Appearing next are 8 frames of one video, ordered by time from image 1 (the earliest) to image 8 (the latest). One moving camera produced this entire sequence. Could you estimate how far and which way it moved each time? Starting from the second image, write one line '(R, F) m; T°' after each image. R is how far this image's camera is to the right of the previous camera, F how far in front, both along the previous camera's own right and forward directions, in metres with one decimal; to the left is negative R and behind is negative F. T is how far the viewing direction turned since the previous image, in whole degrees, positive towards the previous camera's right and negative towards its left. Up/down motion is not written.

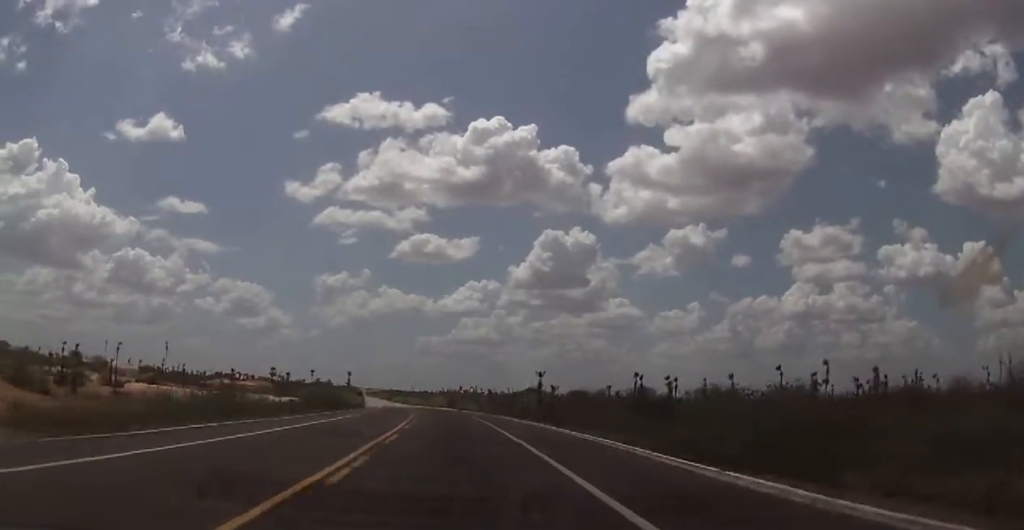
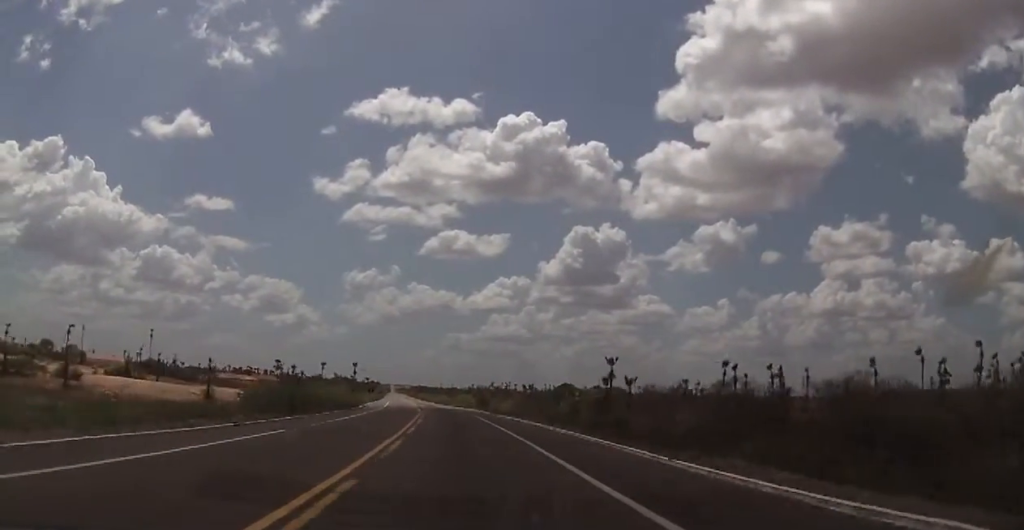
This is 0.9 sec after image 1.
(-0.9, +27.8) m; -2°
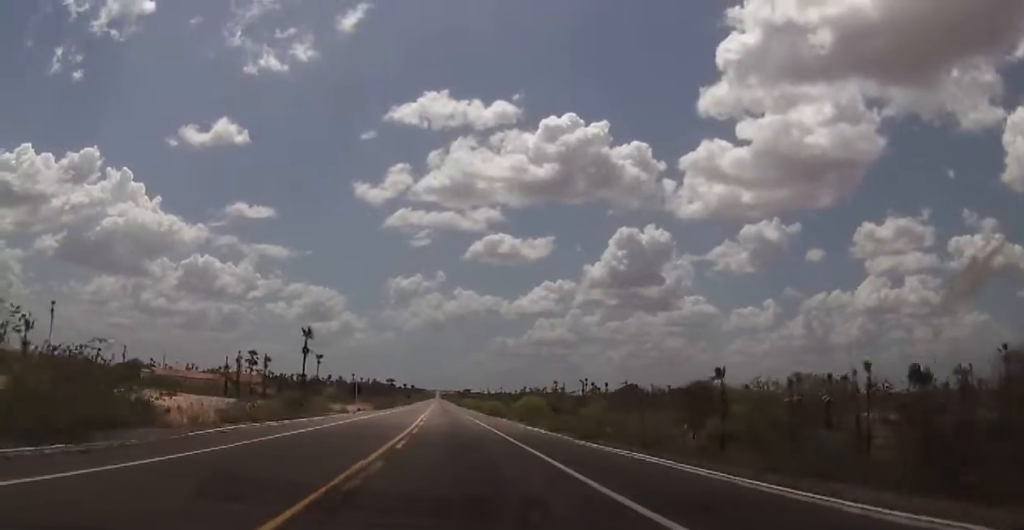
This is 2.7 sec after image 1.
(-1.8, +59.4) m; -4°
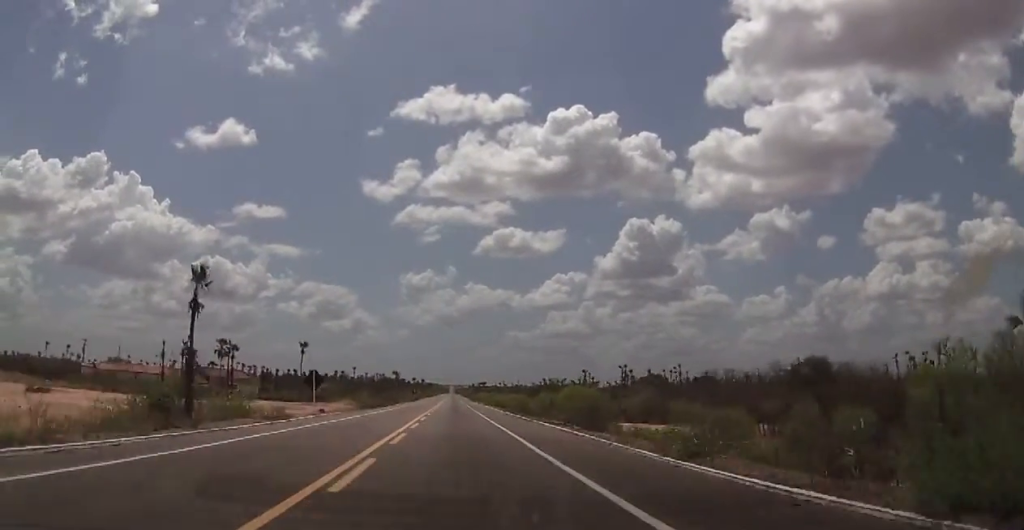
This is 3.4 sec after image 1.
(-0.4, +24.3) m; -2°
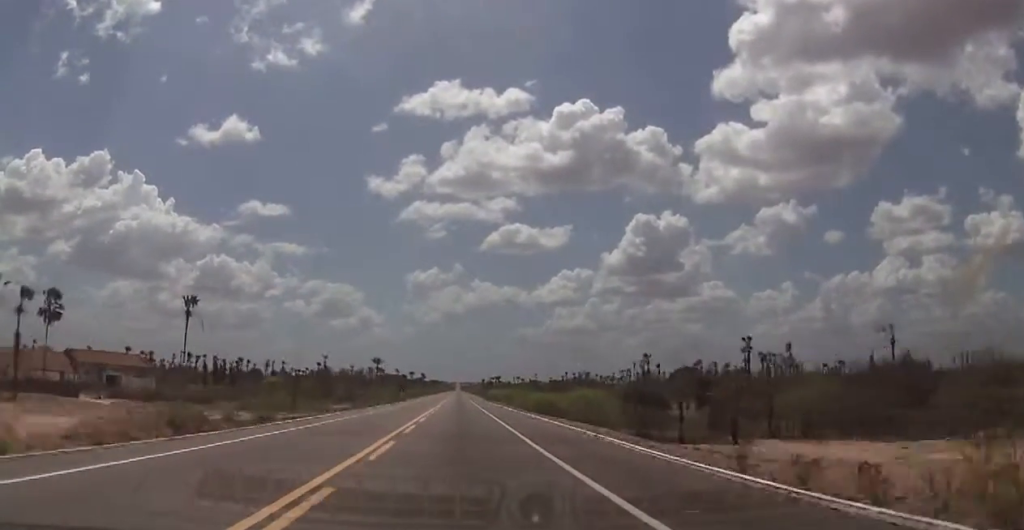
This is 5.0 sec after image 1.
(-1.0, +51.6) m; -1°
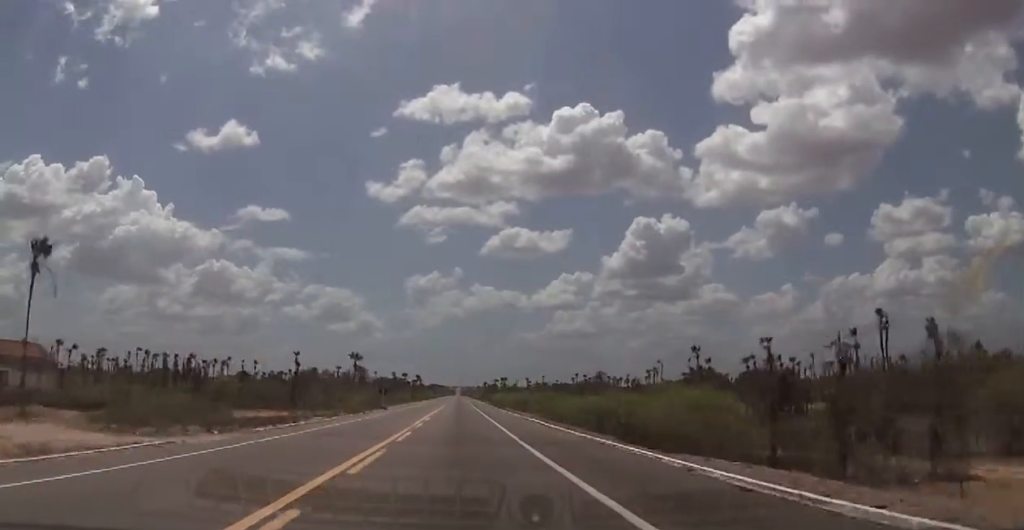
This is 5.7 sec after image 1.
(0.0, +25.2) m; 0°
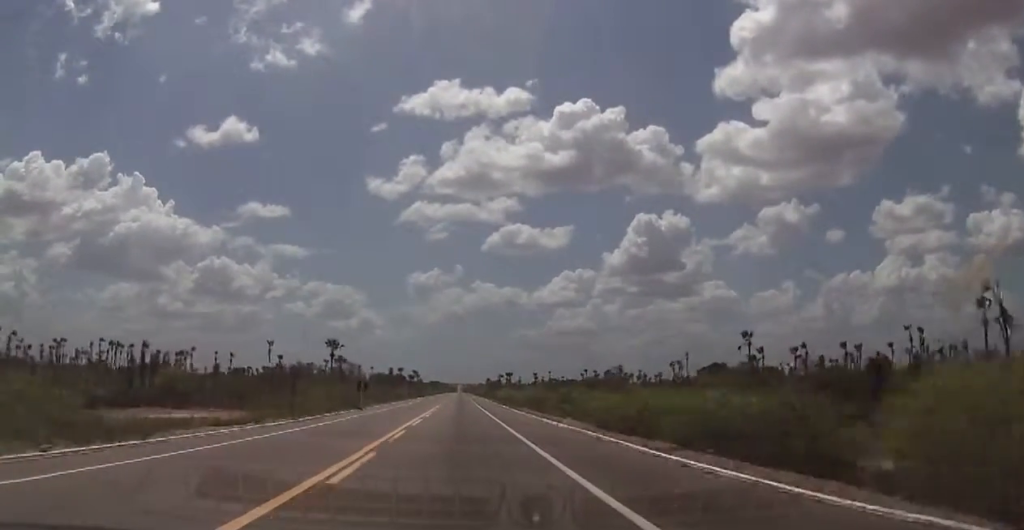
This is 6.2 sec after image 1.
(0.0, +17.3) m; 0°
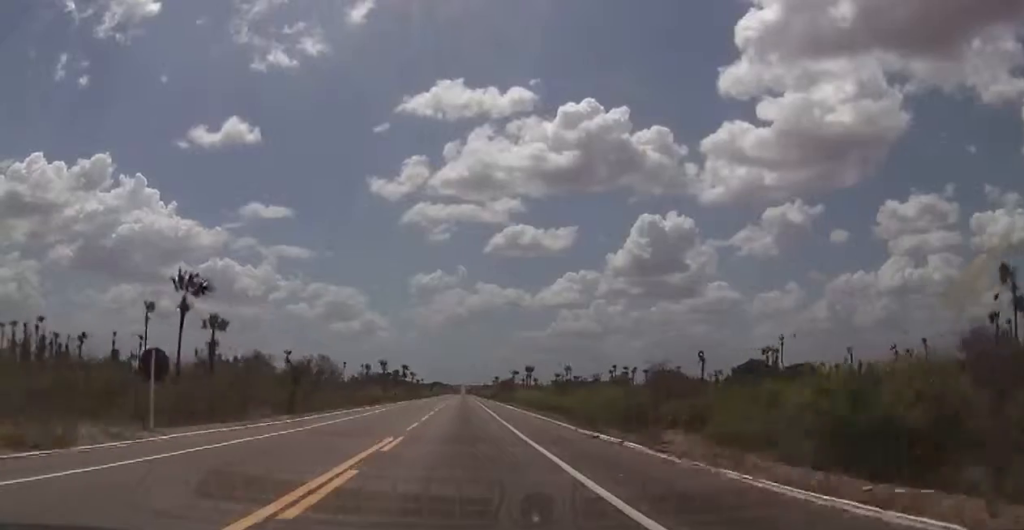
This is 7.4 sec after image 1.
(0.0, +42.3) m; 0°
